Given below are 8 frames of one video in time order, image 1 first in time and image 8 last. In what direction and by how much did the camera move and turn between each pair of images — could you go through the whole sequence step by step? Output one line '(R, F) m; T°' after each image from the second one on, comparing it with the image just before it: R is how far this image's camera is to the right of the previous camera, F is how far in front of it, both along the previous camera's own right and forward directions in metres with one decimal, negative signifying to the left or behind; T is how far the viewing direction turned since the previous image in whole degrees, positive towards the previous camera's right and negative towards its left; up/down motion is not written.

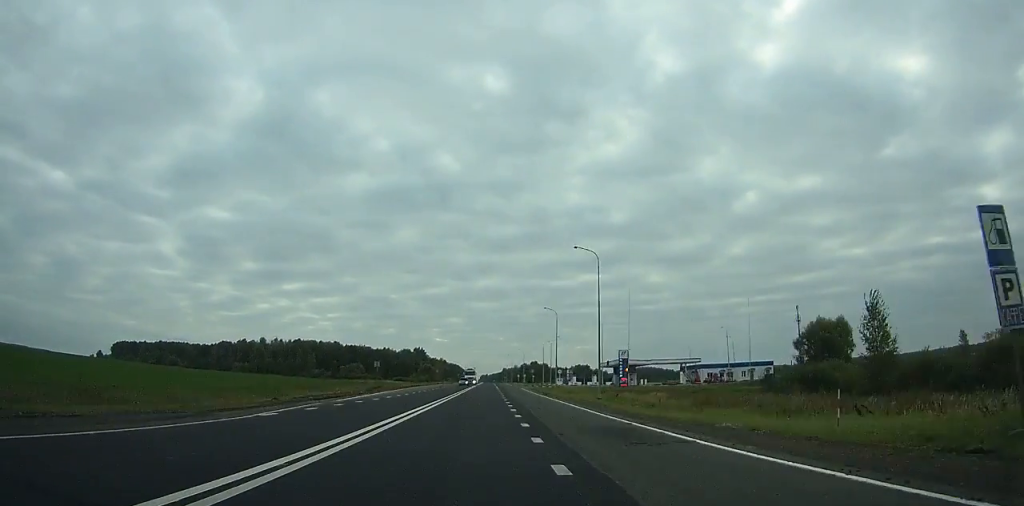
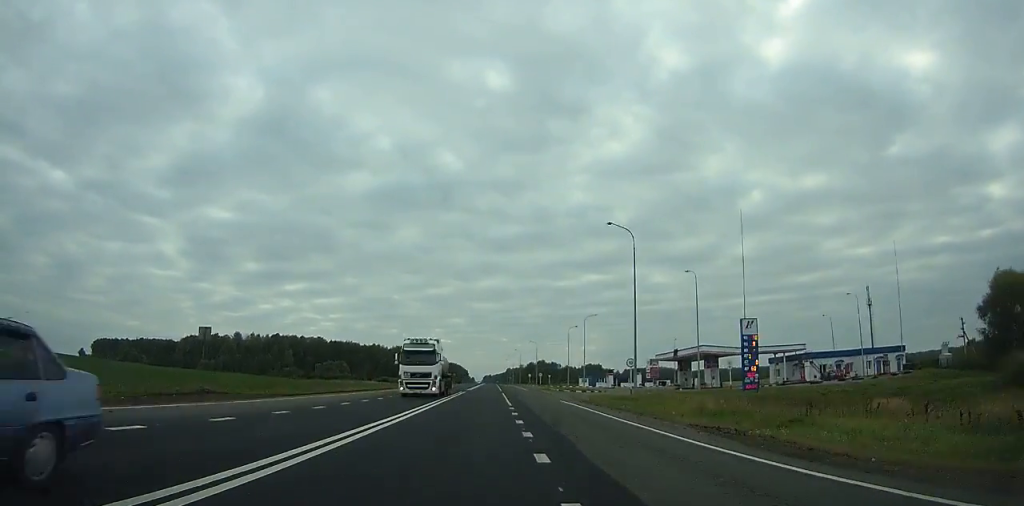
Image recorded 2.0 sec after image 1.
(-0.2, +47.5) m; 0°
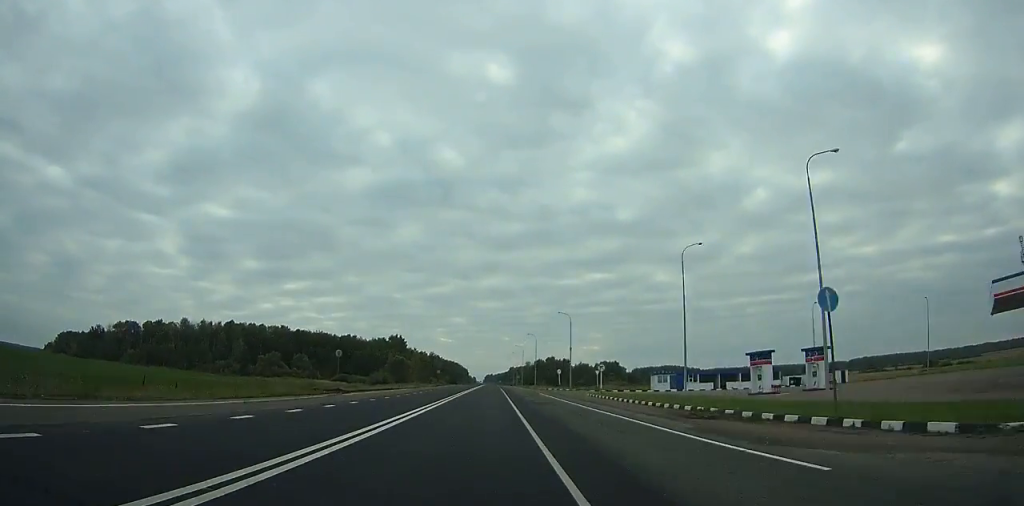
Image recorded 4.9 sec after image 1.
(-0.9, +67.8) m; +2°
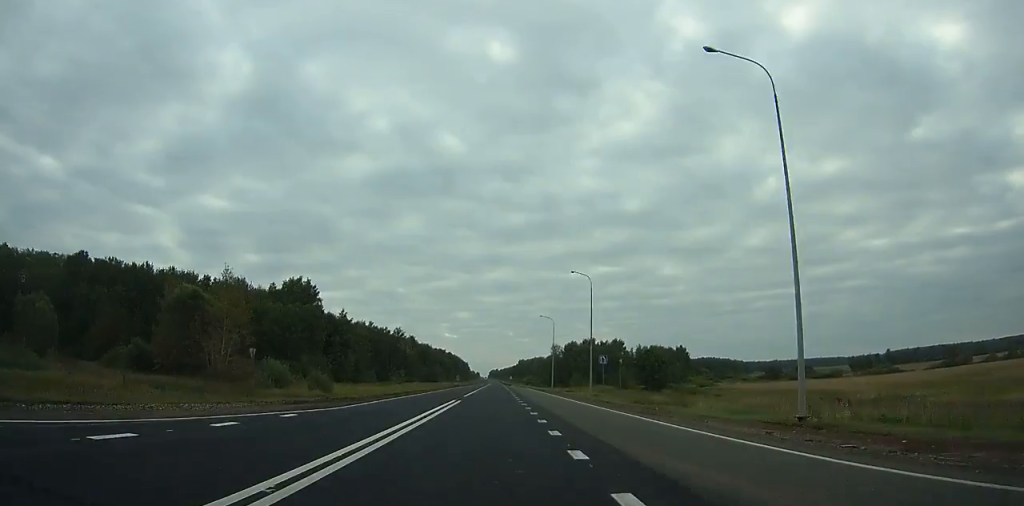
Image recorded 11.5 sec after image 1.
(+2.1, +148.1) m; -1°
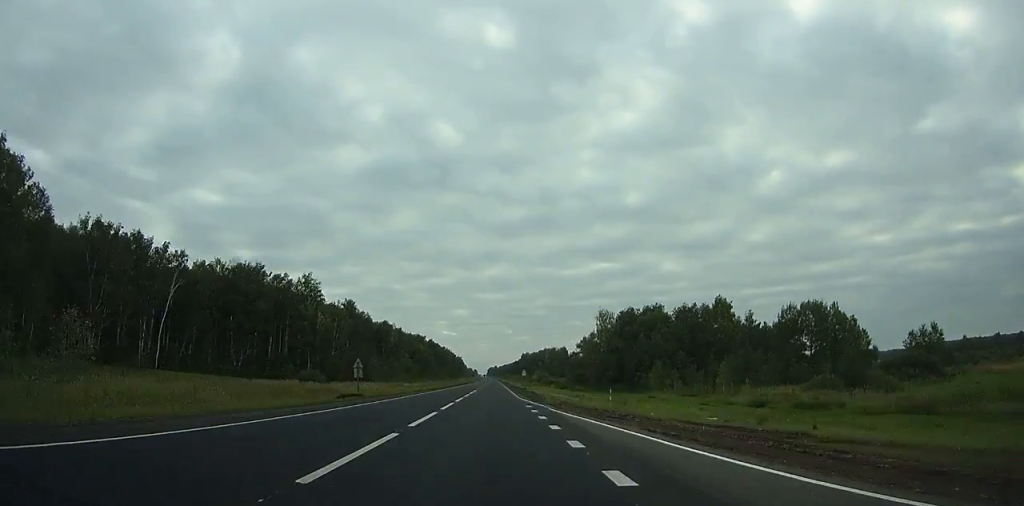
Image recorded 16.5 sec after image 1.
(-0.6, +112.9) m; -1°
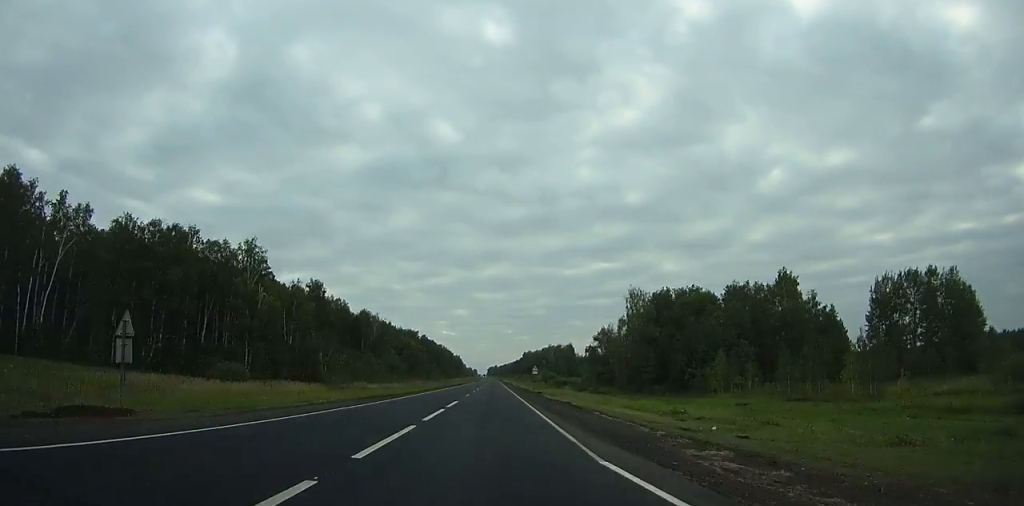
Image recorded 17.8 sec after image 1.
(-0.1, +29.3) m; 0°
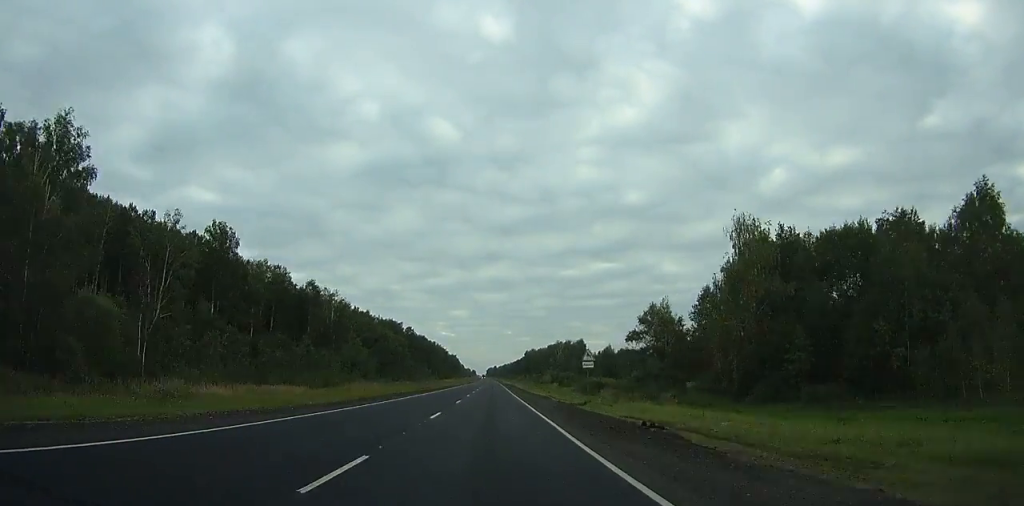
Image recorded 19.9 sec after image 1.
(0.0, +47.3) m; 0°
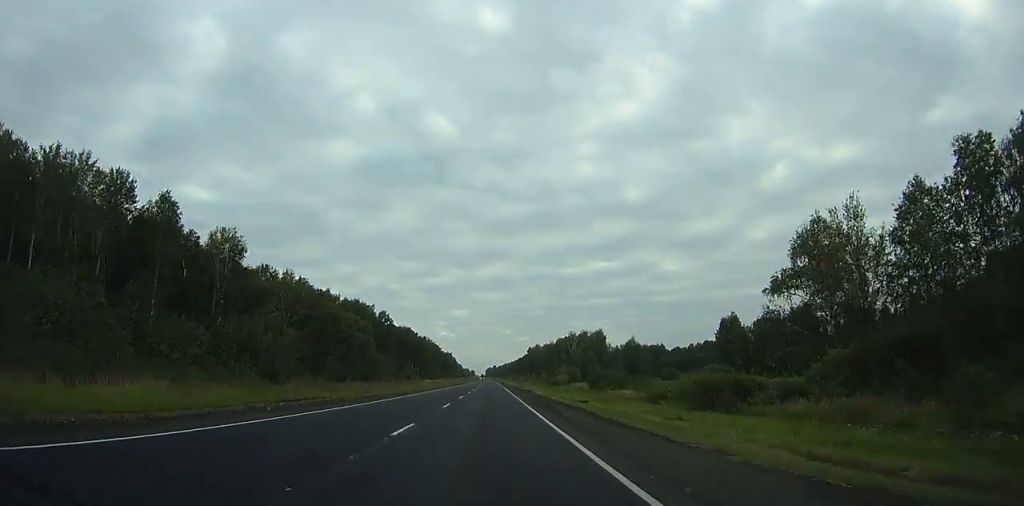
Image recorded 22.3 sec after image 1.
(+0.2, +54.1) m; 0°
